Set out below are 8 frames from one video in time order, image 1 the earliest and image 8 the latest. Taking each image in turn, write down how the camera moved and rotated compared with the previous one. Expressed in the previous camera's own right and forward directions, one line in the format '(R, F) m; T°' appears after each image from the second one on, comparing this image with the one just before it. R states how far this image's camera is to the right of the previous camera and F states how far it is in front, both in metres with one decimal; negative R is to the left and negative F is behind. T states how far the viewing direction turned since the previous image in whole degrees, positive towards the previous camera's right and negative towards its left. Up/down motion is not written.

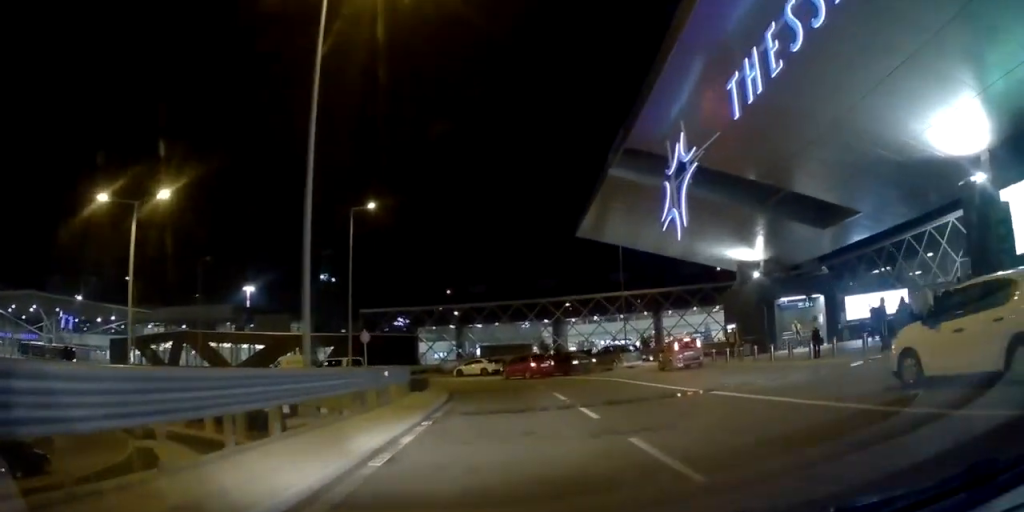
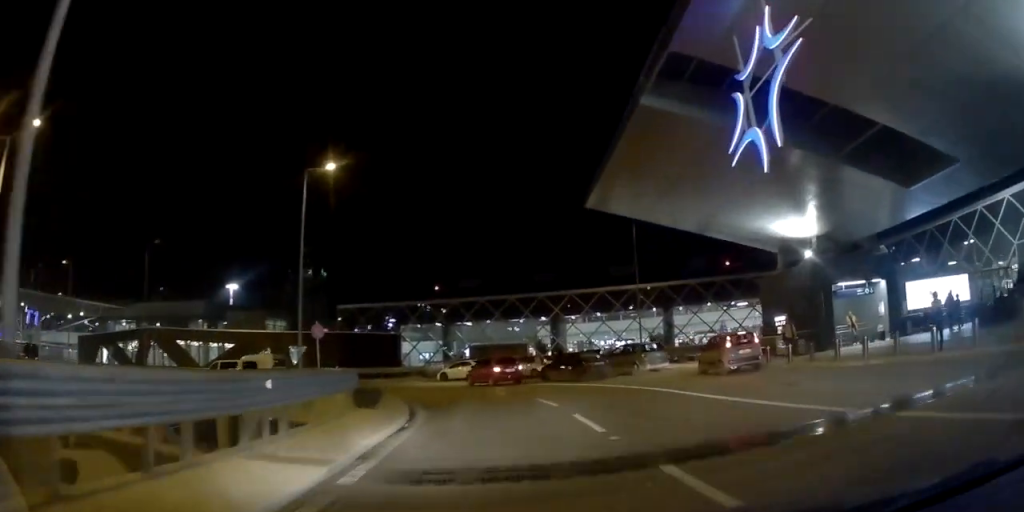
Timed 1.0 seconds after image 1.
(+0.2, +7.9) m; -2°
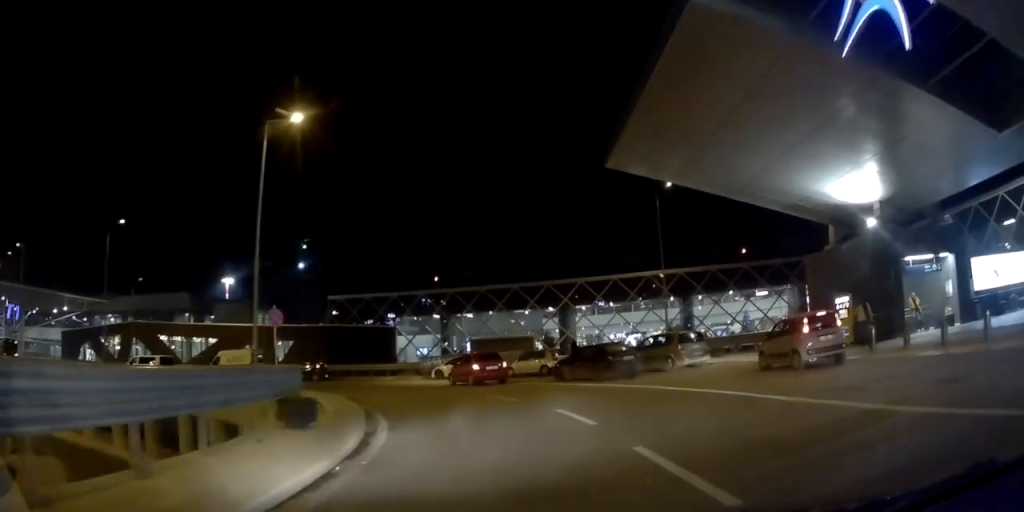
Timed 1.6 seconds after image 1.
(-0.4, +5.5) m; -4°
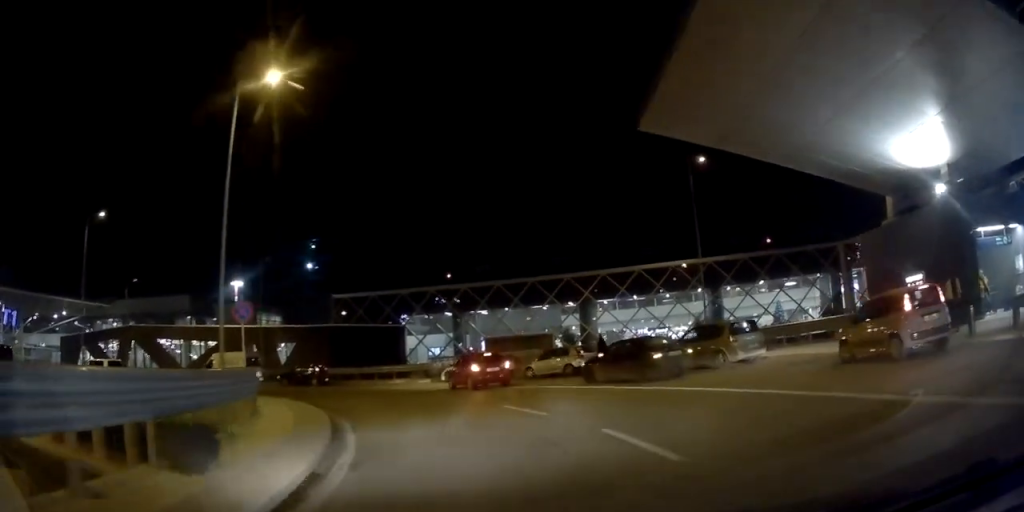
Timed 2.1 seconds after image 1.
(-0.1, +3.9) m; -4°
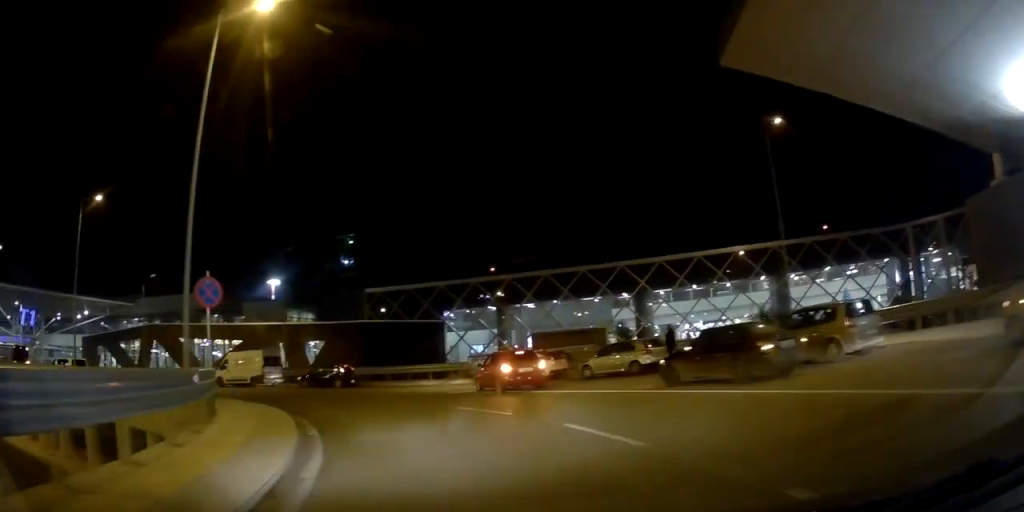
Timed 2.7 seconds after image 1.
(0.0, +4.6) m; -7°
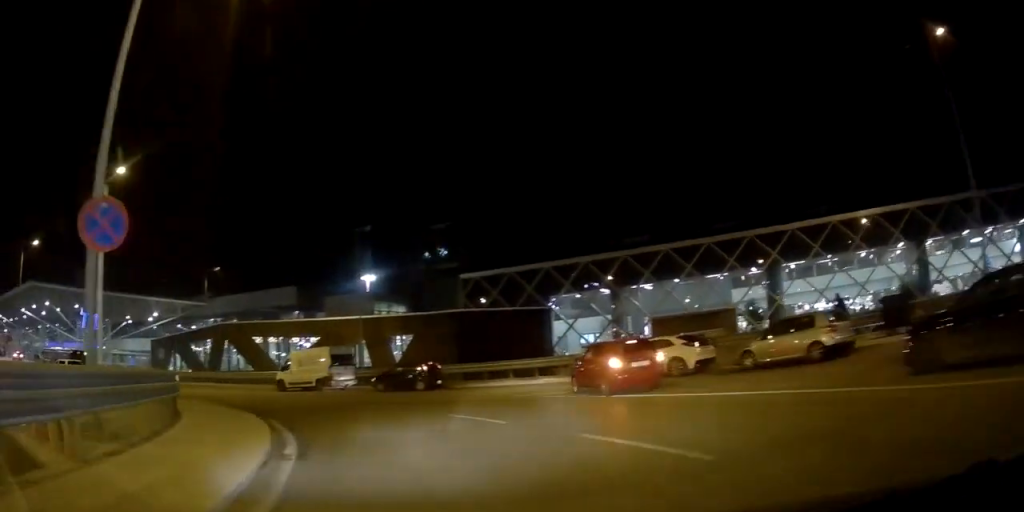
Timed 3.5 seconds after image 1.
(-0.9, +6.5) m; -12°
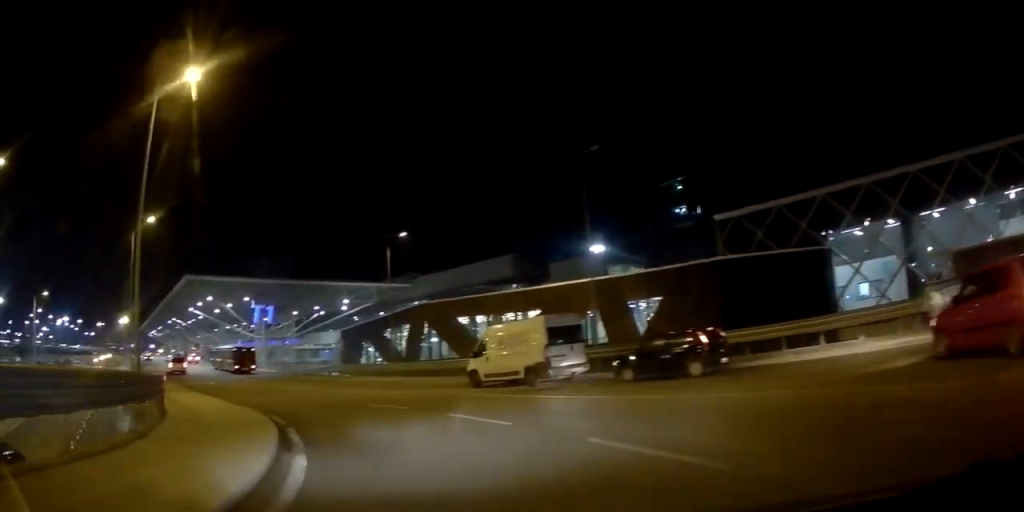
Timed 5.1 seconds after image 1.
(-1.8, +11.8) m; -17°
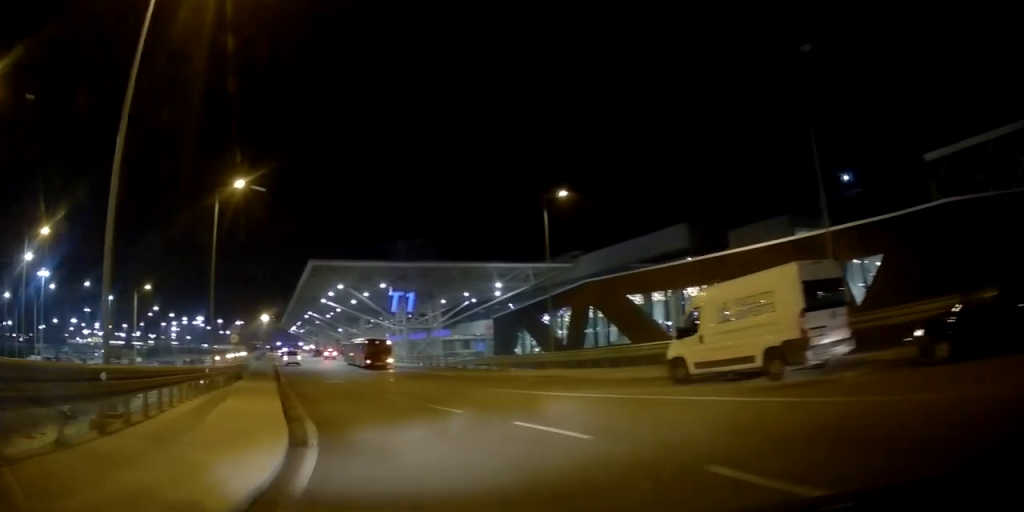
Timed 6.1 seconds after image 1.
(-1.0, +8.8) m; -18°
